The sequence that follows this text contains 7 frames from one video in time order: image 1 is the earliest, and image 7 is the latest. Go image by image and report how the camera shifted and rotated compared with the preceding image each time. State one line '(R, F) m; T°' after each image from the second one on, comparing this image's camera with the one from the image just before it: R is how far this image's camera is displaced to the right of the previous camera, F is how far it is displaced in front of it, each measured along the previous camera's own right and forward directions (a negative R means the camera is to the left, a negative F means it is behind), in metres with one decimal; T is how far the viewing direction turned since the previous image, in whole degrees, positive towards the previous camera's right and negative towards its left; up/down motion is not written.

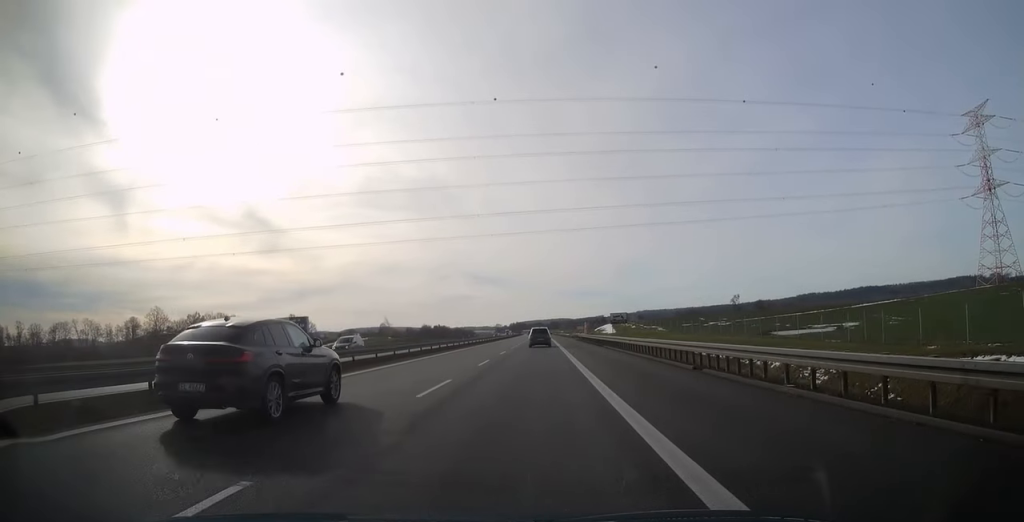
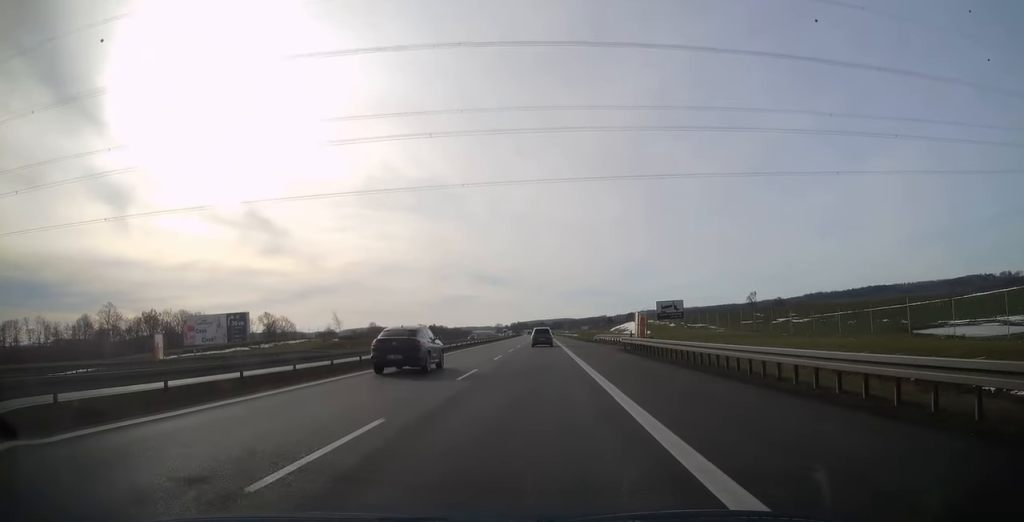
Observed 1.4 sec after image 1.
(-0.1, +43.5) m; 0°
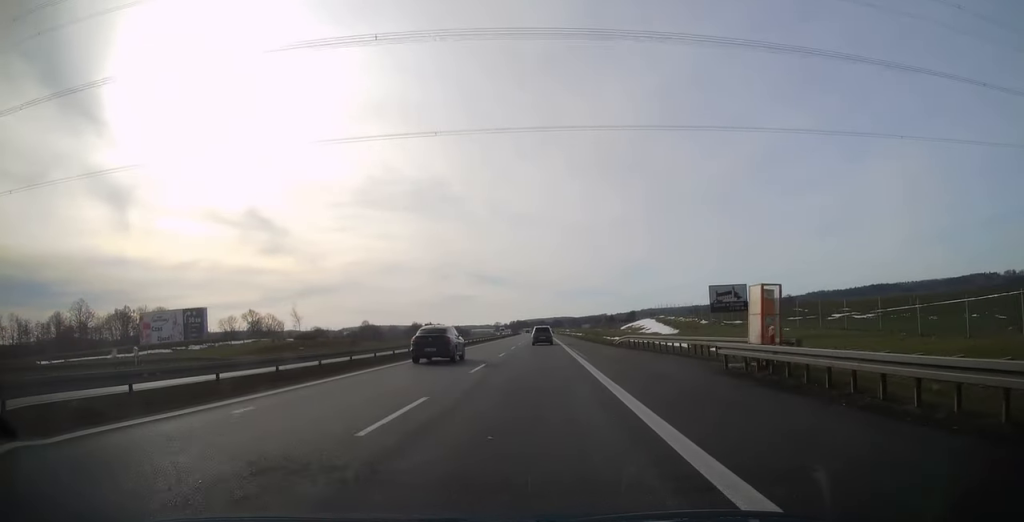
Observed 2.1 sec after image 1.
(0.0, +21.5) m; 0°
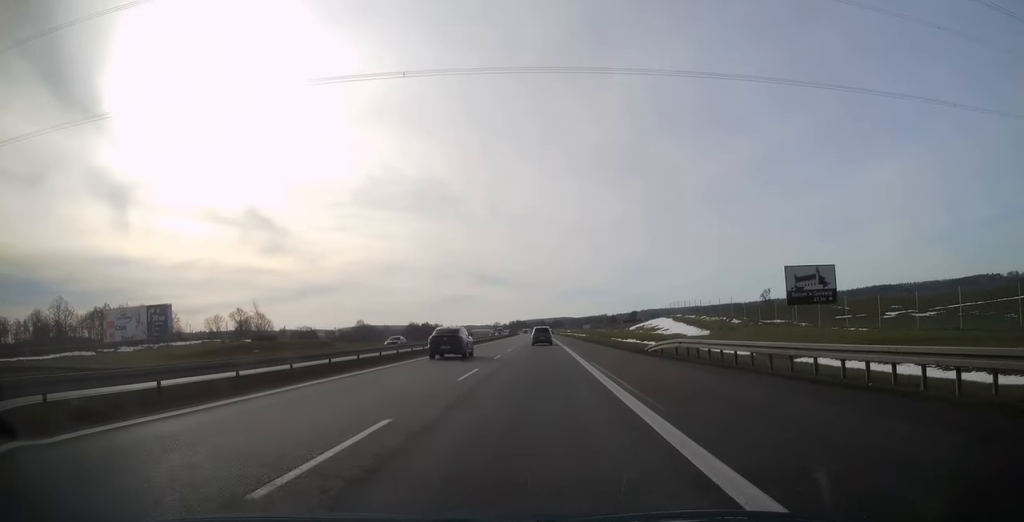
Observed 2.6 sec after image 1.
(0.0, +14.8) m; 0°
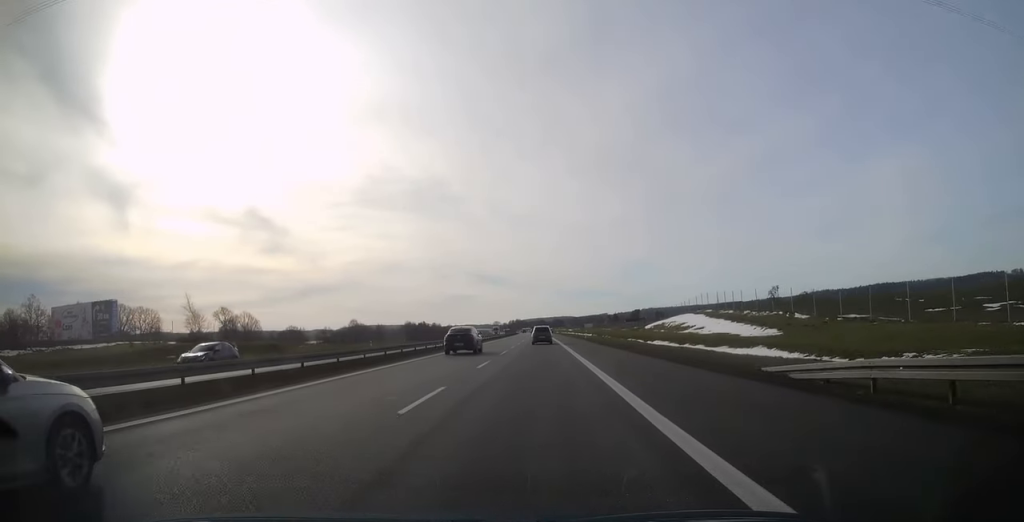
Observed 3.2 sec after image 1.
(0.0, +18.9) m; 0°
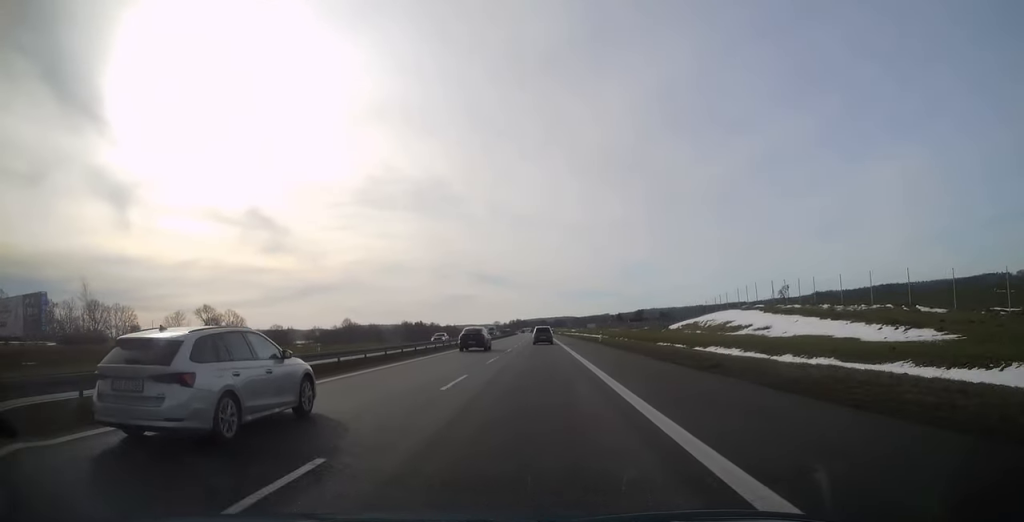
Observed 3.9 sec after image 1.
(+0.1, +19.9) m; 0°
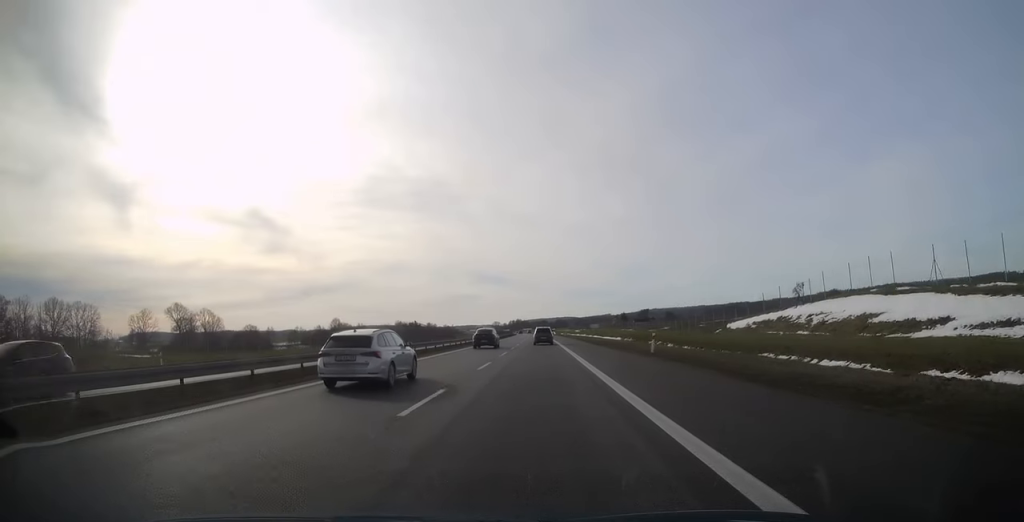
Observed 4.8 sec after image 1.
(+0.1, +28.0) m; 0°
